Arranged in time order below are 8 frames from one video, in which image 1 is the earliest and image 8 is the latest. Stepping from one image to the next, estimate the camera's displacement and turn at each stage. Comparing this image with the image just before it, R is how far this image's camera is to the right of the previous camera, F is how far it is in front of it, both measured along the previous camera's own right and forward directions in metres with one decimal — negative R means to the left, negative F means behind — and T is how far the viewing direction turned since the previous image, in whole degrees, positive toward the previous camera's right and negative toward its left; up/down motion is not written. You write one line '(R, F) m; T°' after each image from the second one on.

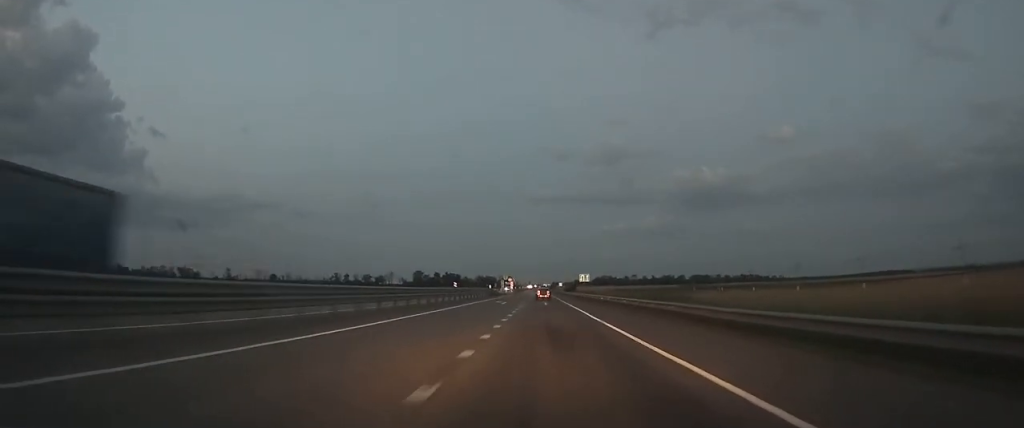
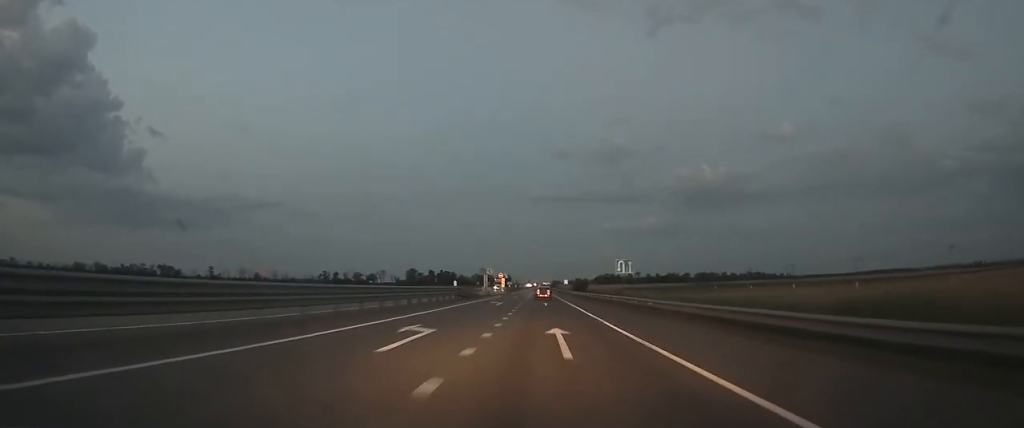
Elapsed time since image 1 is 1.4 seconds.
(-0.2, +35.2) m; 0°
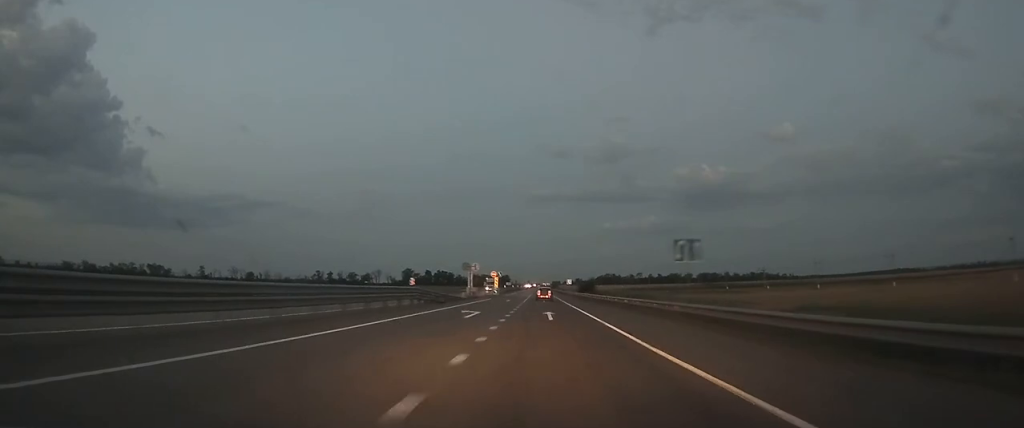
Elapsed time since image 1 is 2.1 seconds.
(+0.1, +17.0) m; +1°
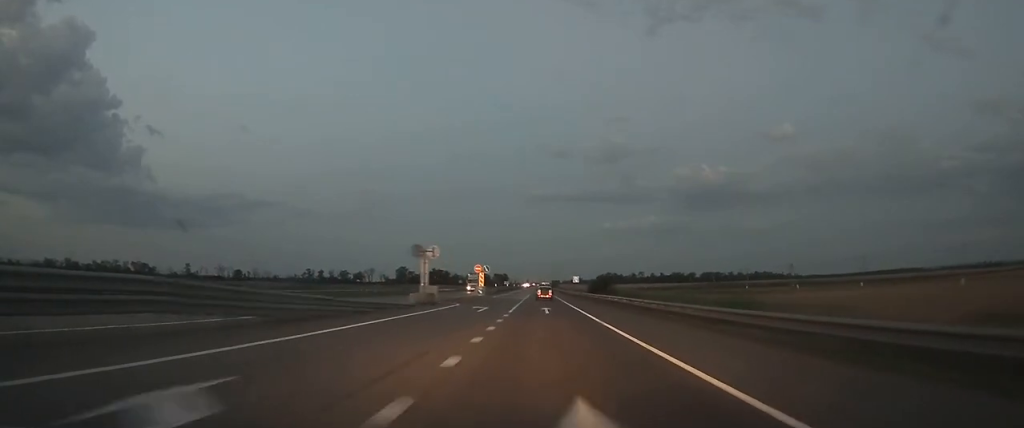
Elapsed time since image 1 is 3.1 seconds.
(+0.3, +24.0) m; +1°
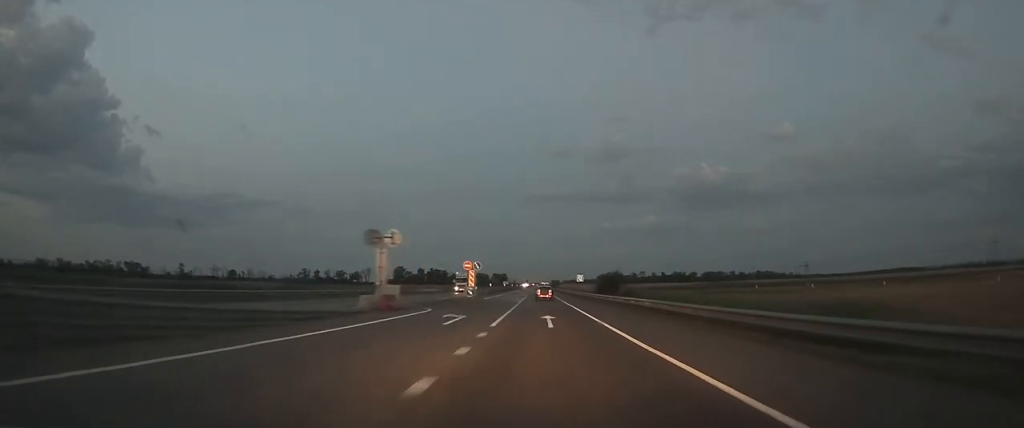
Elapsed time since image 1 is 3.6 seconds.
(0.0, +10.3) m; 0°
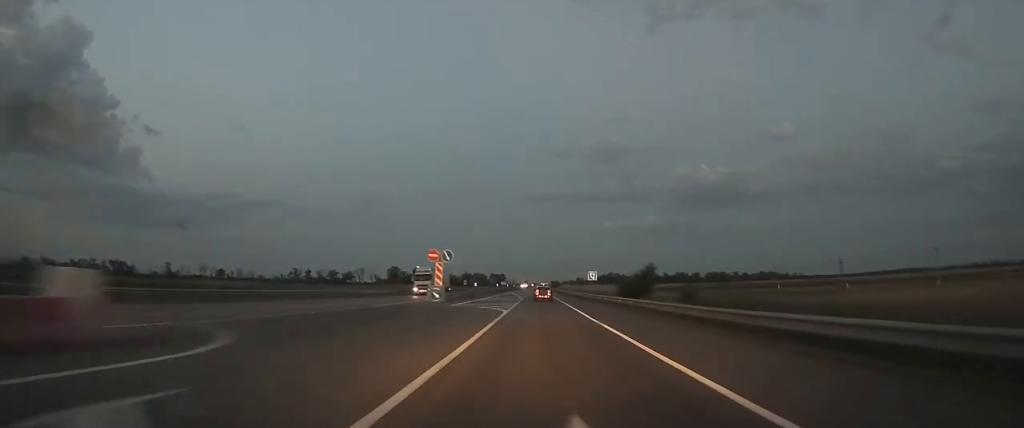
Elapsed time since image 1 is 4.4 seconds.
(0.0, +20.4) m; 0°
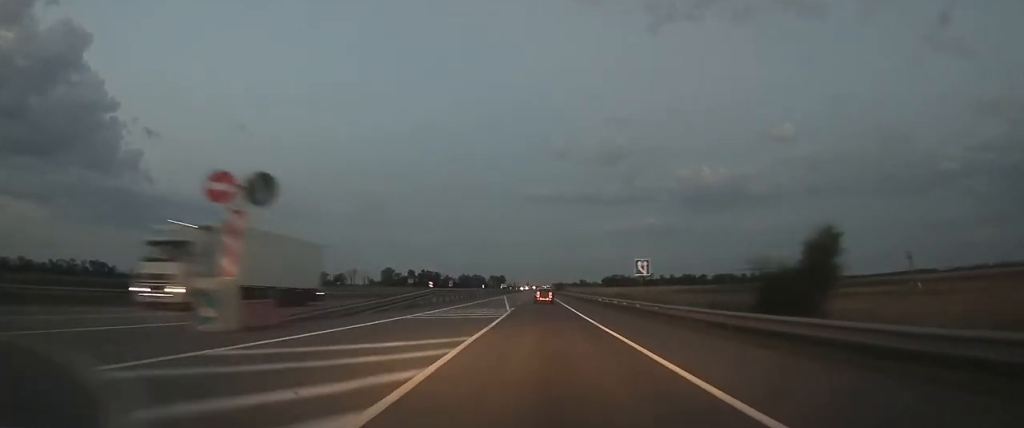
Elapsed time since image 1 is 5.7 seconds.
(0.0, +29.9) m; 0°
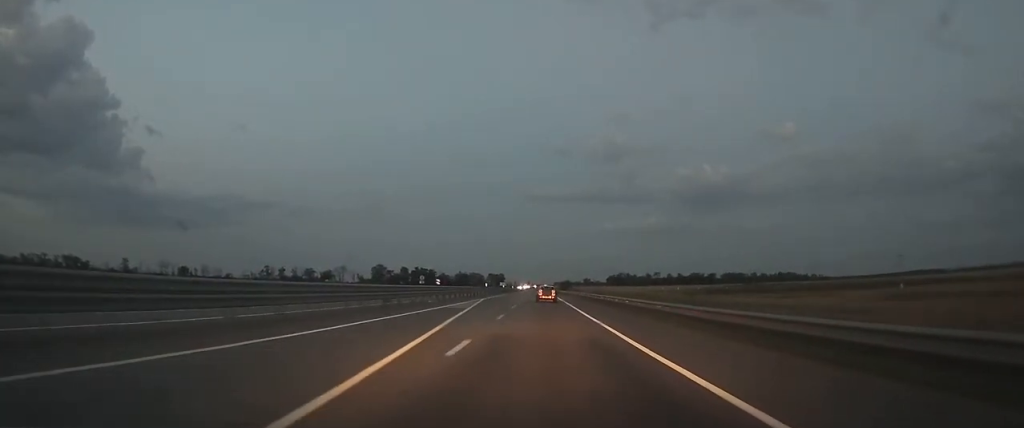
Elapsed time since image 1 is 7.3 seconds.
(0.0, +36.0) m; 0°
